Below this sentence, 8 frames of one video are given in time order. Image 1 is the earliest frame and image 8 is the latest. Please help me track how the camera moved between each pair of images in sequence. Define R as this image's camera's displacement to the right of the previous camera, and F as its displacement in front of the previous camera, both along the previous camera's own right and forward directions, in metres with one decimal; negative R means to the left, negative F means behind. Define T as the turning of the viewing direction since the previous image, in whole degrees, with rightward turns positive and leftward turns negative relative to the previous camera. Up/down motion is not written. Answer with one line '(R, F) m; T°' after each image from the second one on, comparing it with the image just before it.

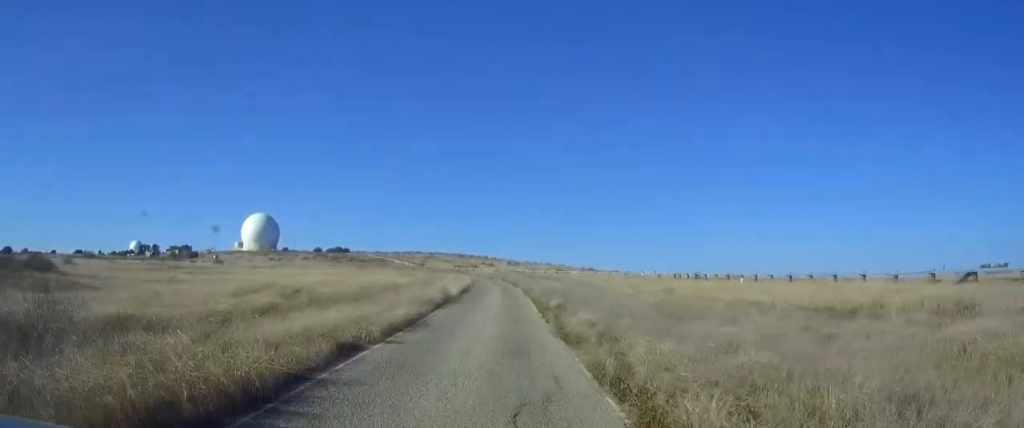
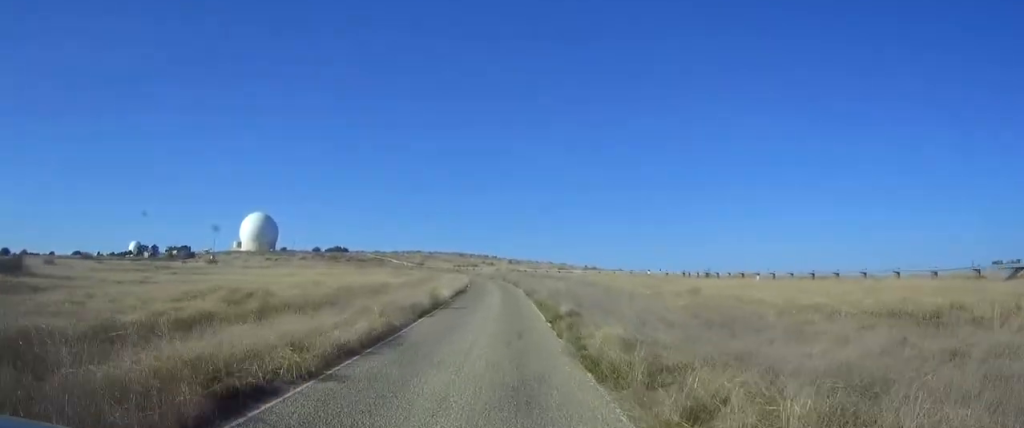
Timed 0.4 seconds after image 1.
(0.0, +4.0) m; 0°
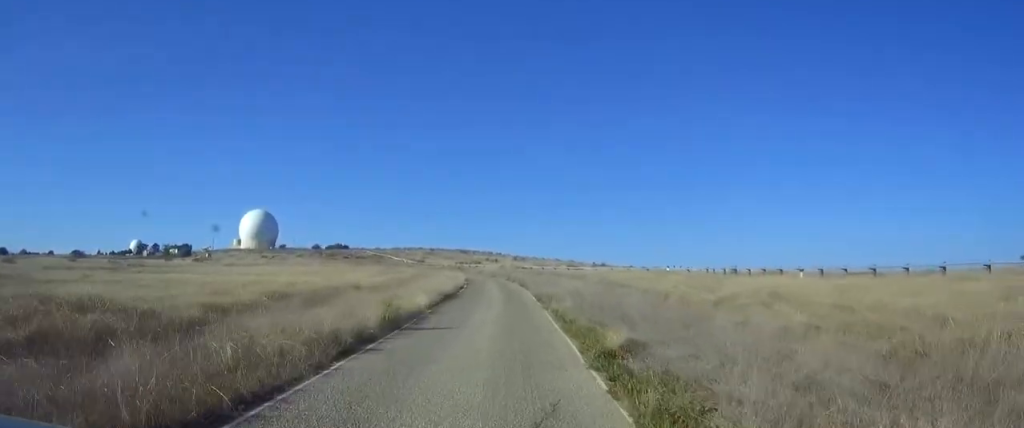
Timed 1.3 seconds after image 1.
(0.0, +8.4) m; 0°
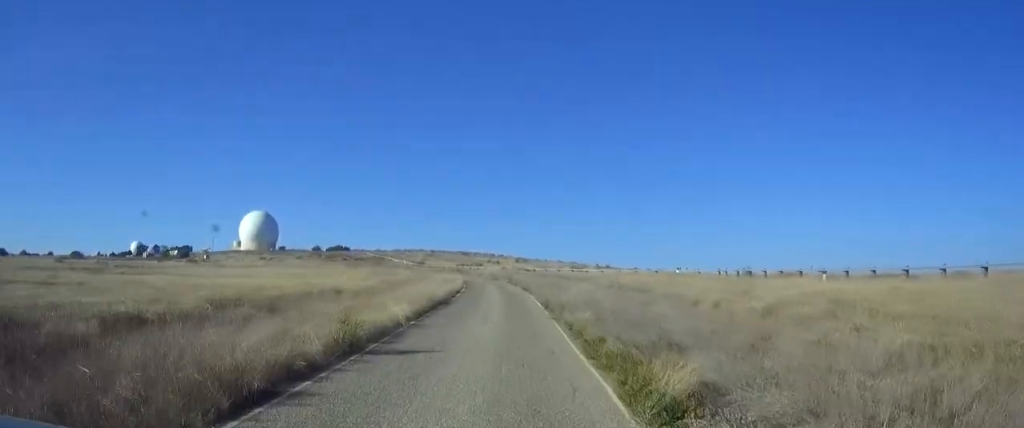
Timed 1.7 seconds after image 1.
(0.0, +3.8) m; -1°
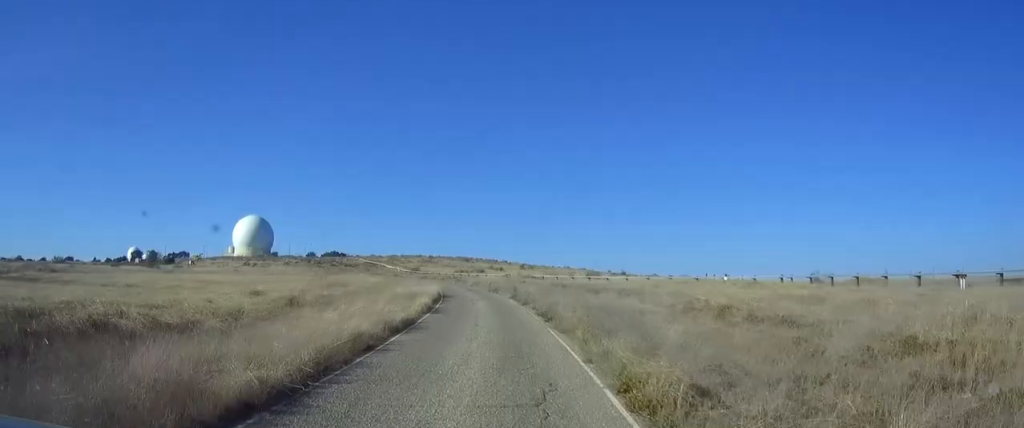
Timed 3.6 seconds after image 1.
(-0.6, +18.1) m; -3°
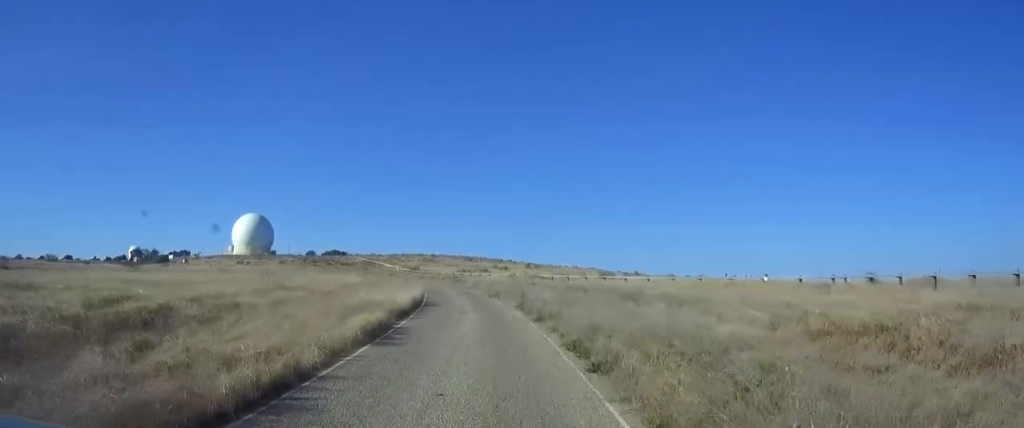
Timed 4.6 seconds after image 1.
(0.0, +9.4) m; 0°
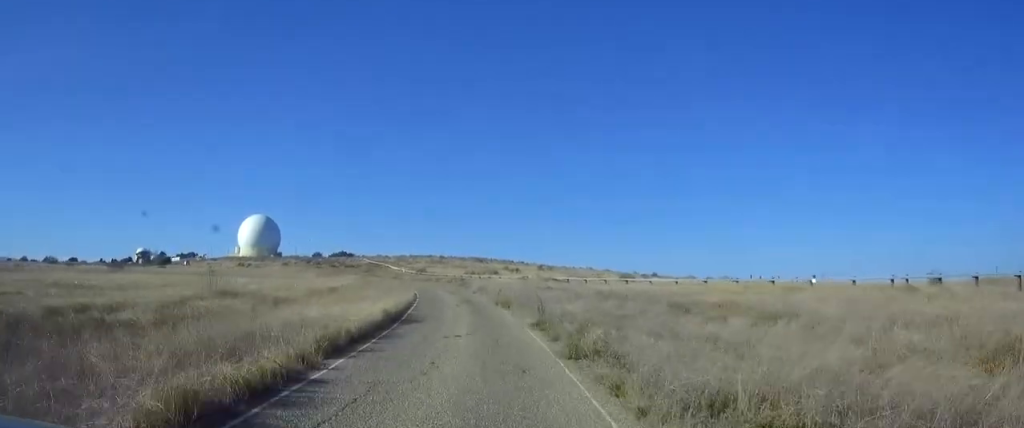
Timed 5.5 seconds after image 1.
(0.0, +7.0) m; -1°
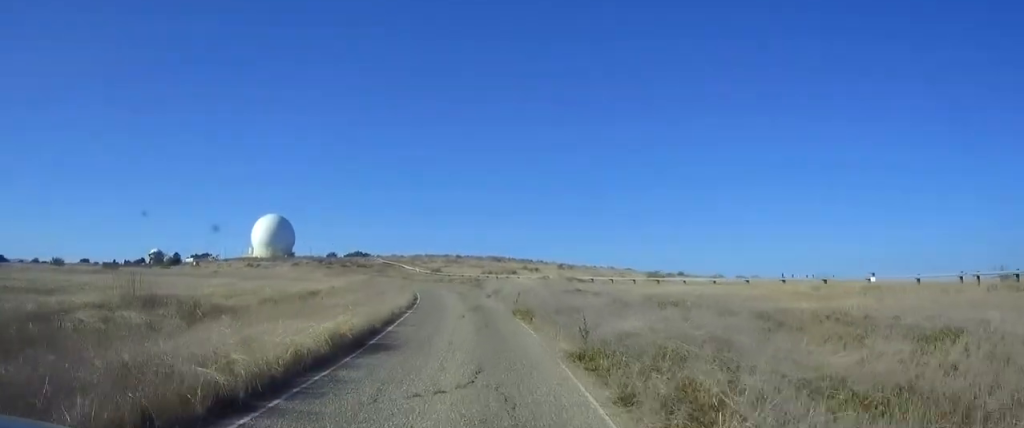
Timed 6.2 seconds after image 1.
(0.0, +6.0) m; -2°
